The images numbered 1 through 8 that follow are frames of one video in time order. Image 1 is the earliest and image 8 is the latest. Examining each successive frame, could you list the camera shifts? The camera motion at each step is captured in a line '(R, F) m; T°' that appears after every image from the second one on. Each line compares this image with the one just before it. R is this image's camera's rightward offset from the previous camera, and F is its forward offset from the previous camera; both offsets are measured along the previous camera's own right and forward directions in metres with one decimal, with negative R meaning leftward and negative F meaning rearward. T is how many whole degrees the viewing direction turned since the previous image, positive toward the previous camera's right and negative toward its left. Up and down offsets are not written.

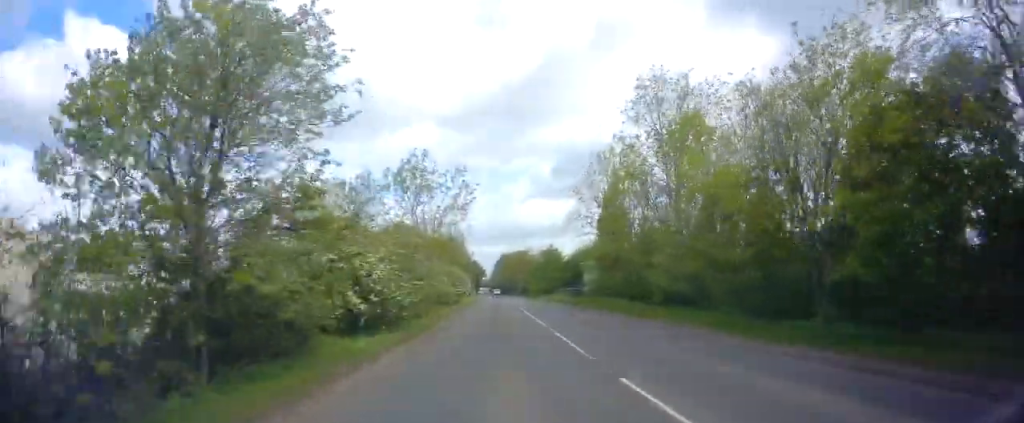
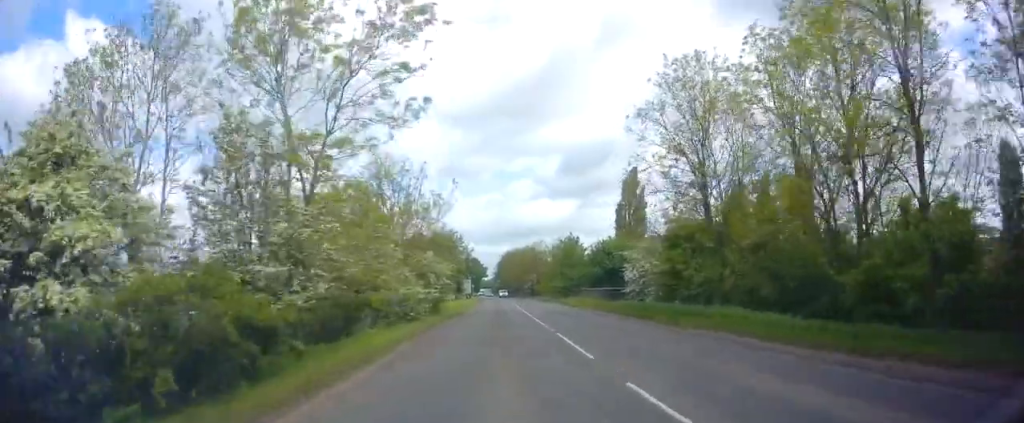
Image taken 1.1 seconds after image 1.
(-0.3, +17.9) m; -1°
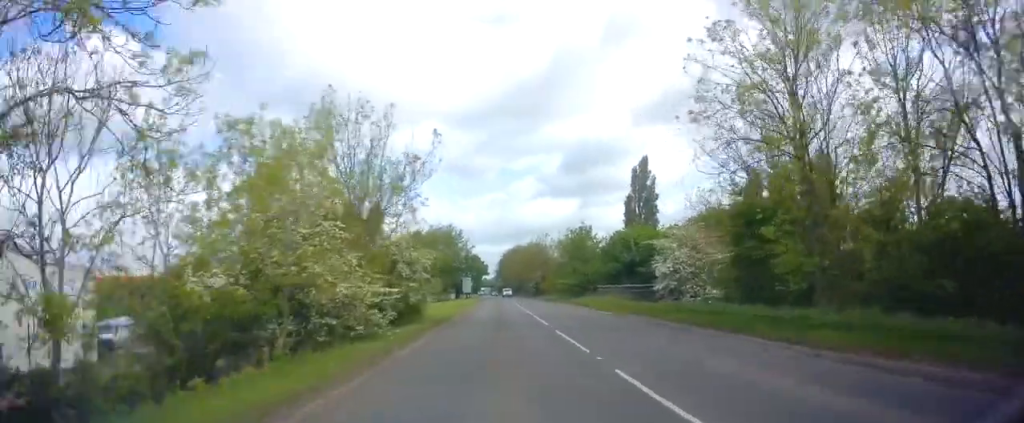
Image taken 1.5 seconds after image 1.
(0.0, +8.0) m; 0°
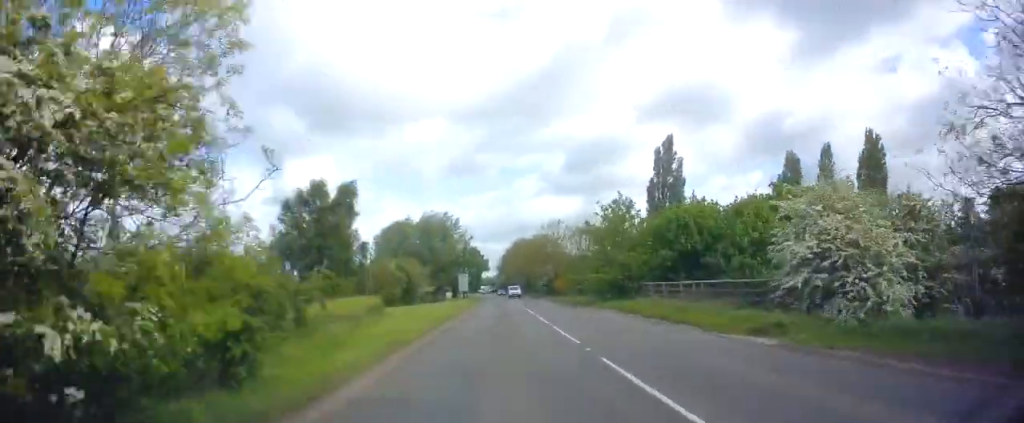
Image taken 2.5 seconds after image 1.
(0.0, +16.0) m; 0°
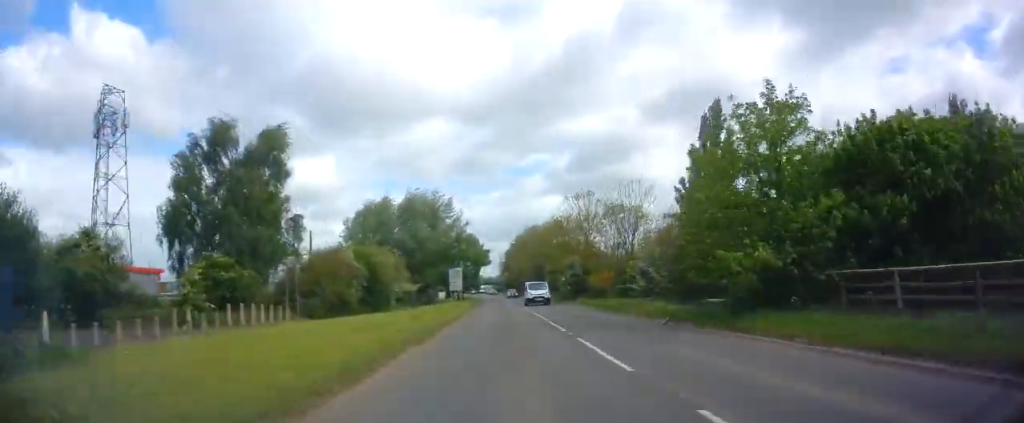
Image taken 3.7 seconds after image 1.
(0.0, +22.0) m; 0°
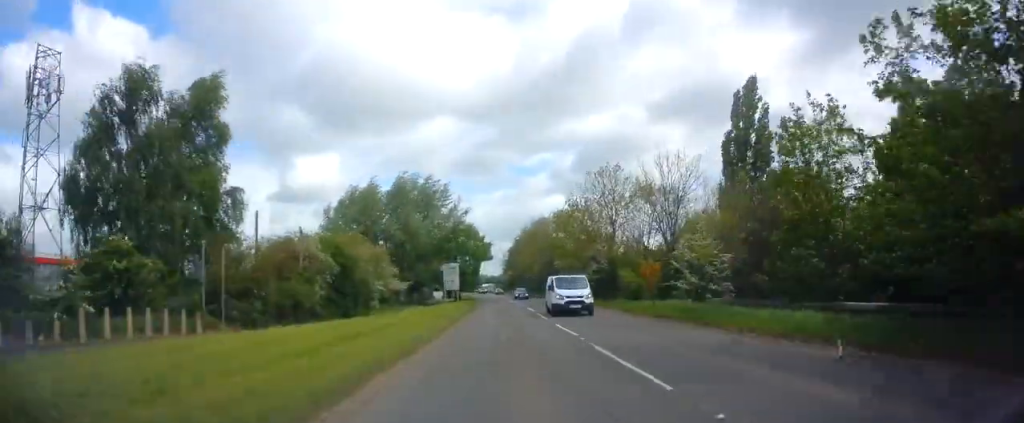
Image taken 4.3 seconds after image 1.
(0.0, +10.6) m; 0°
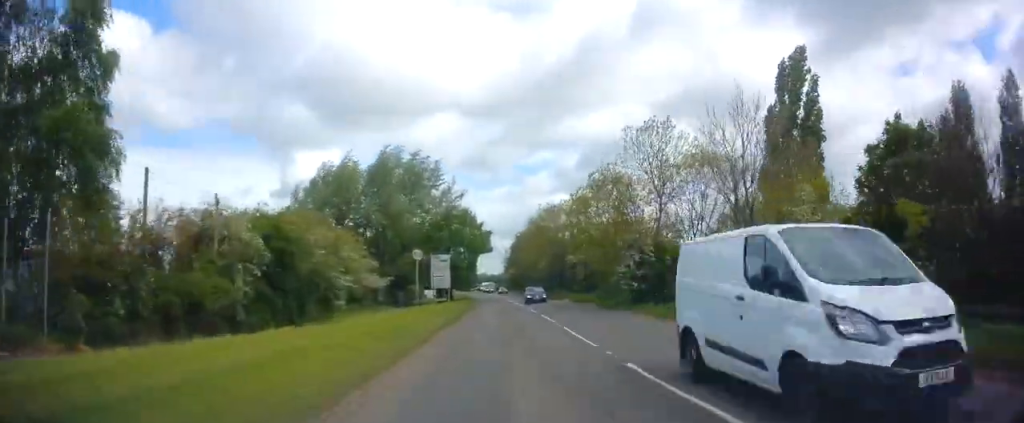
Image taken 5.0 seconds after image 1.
(0.0, +11.9) m; 0°
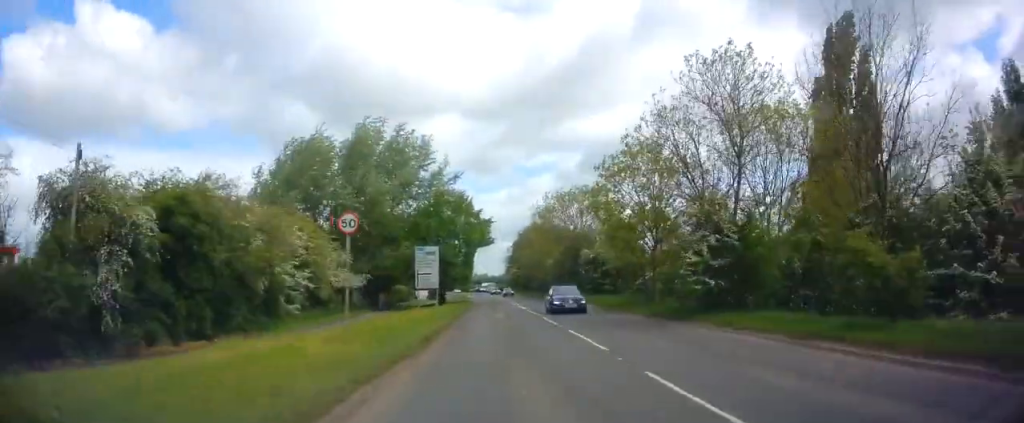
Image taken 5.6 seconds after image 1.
(0.0, +10.2) m; 0°
